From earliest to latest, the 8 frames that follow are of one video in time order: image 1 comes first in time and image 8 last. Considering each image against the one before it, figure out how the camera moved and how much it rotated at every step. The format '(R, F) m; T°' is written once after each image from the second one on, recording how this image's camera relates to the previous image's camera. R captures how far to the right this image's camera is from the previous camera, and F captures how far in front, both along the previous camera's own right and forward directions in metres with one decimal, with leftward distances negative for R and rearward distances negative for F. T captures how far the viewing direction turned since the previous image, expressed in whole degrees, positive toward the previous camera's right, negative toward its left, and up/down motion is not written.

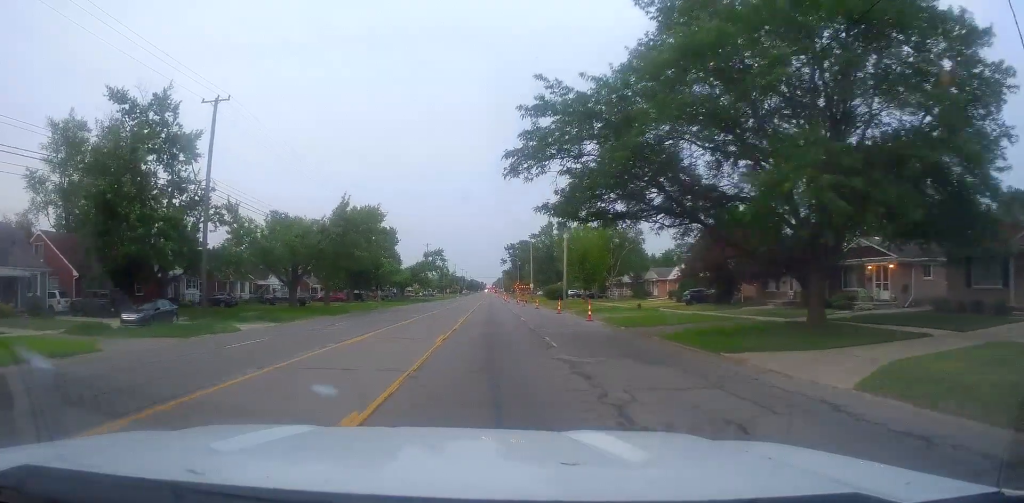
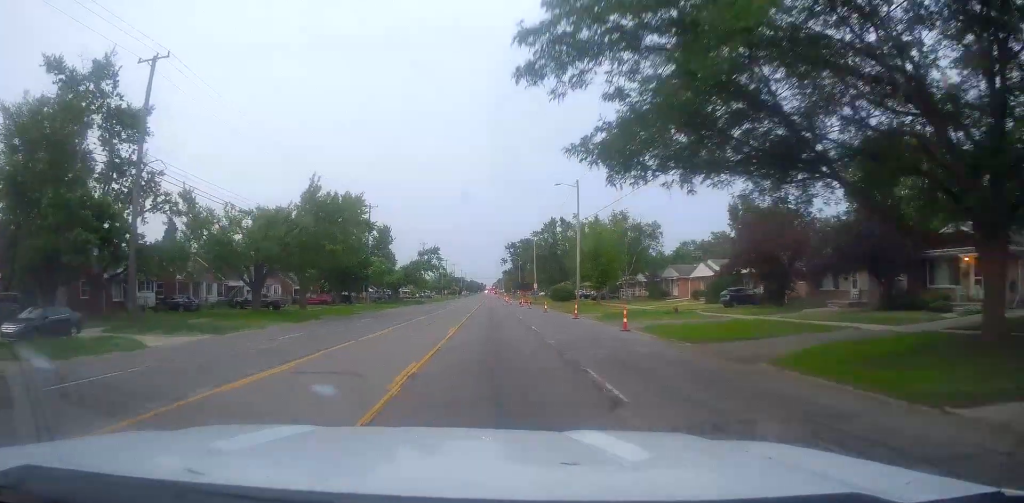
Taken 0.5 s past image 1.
(-0.3, +8.1) m; 0°
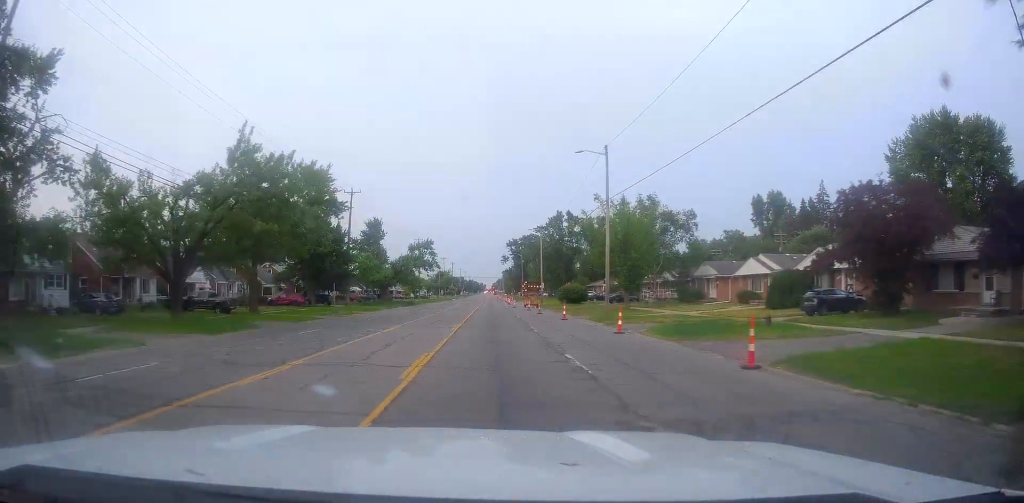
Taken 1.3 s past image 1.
(+0.6, +12.0) m; +1°
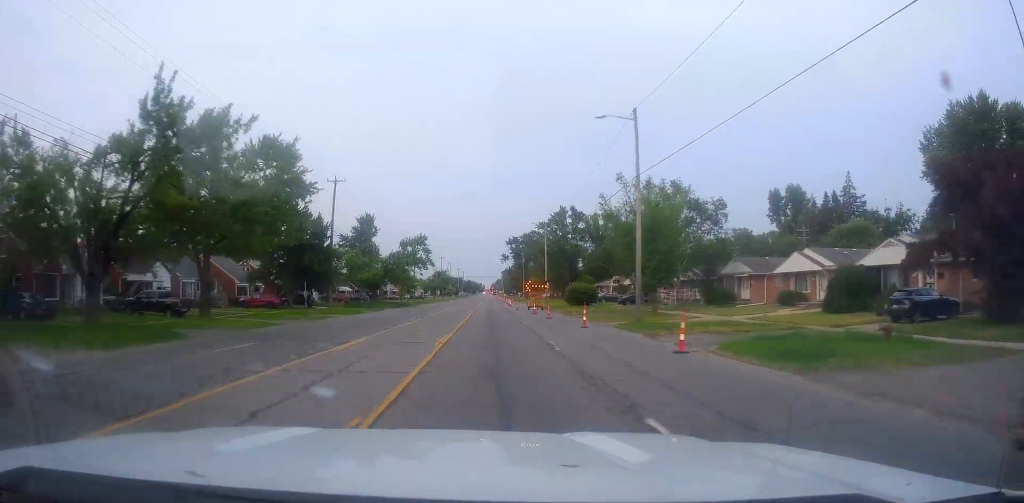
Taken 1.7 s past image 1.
(0.0, +8.0) m; 0°
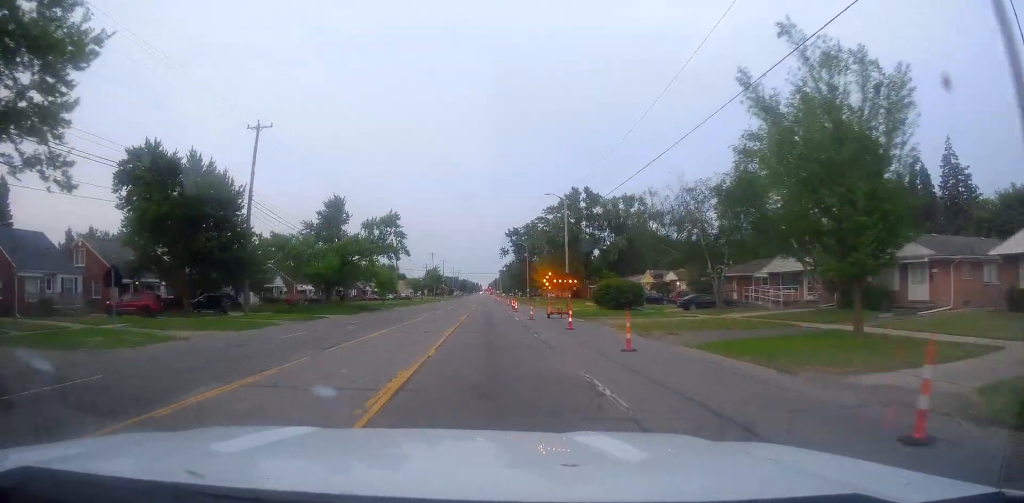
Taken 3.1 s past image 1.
(0.0, +23.7) m; -1°
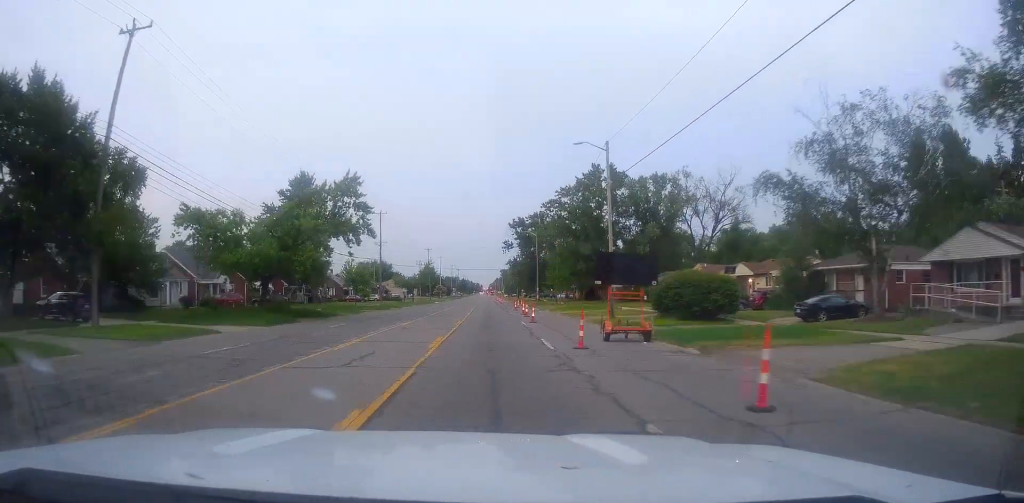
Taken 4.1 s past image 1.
(-0.4, +19.8) m; 0°
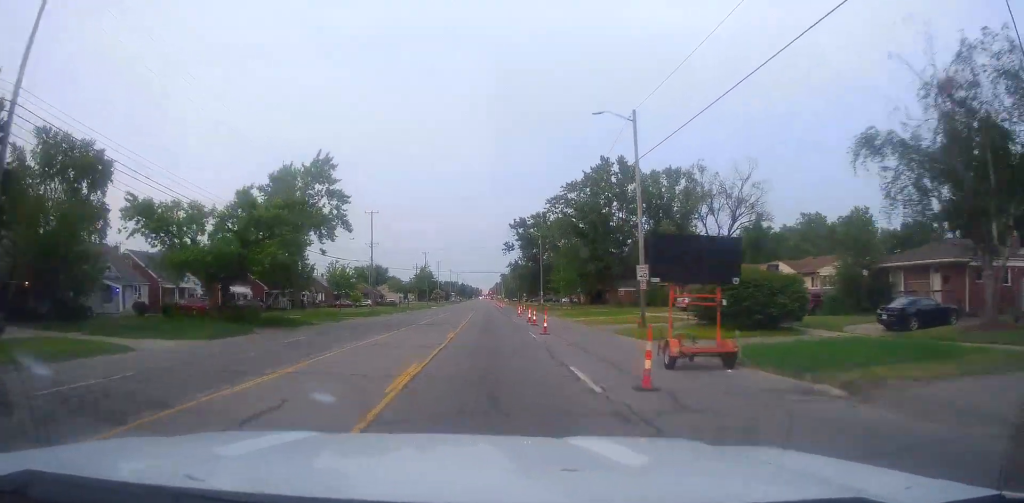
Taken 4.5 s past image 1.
(-0.2, +7.6) m; 0°
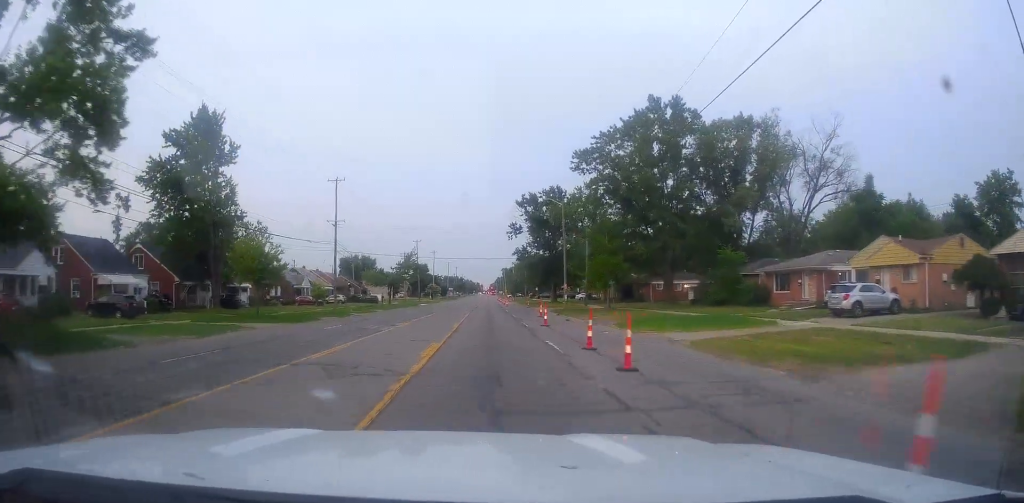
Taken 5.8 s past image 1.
(+0.7, +25.0) m; +1°
